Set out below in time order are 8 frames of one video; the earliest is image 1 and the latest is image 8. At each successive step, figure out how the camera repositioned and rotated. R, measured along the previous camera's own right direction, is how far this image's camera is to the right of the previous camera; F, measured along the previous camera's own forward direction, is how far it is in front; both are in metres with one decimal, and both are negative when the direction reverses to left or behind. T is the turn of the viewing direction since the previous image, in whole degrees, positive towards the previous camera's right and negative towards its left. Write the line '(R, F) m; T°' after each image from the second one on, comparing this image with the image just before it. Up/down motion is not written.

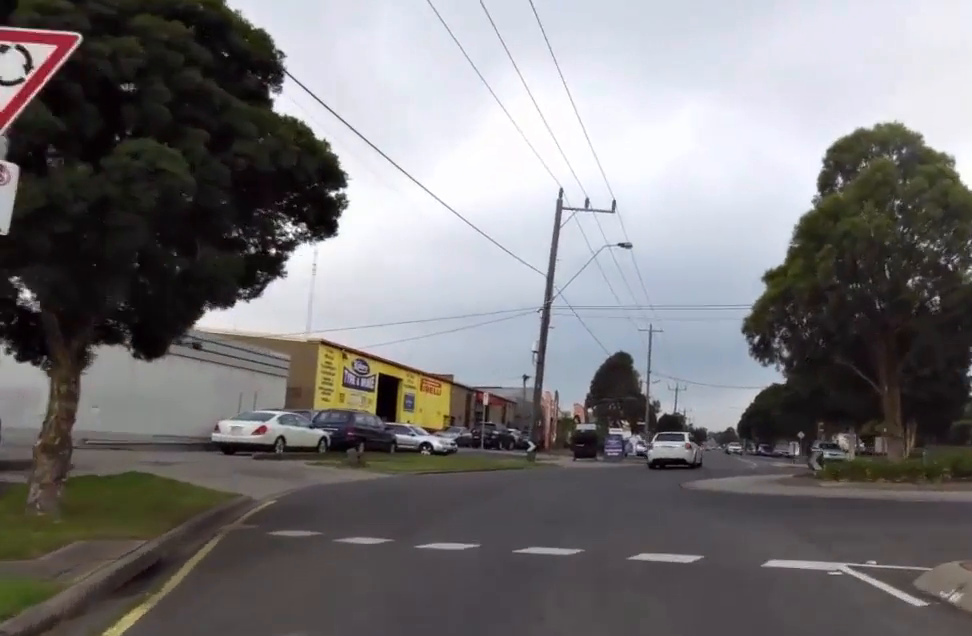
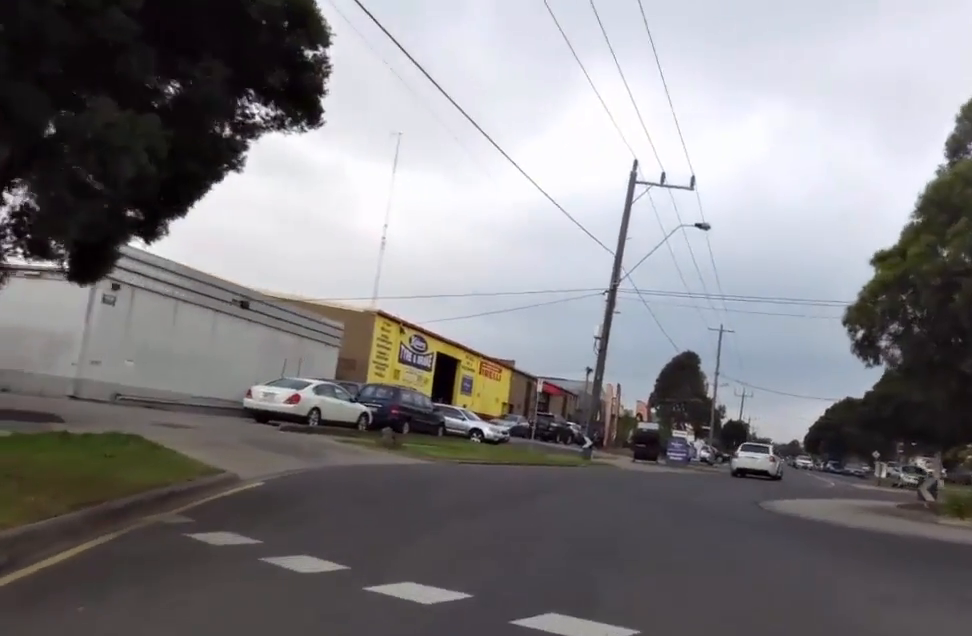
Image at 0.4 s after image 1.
(0.0, +3.3) m; 0°
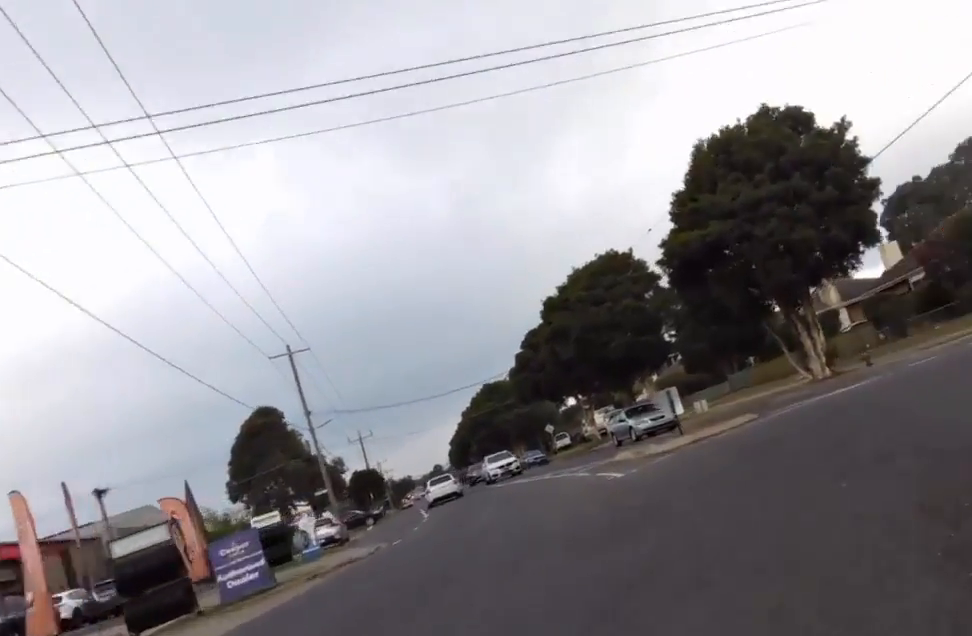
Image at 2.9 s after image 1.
(+2.4, +16.8) m; +40°
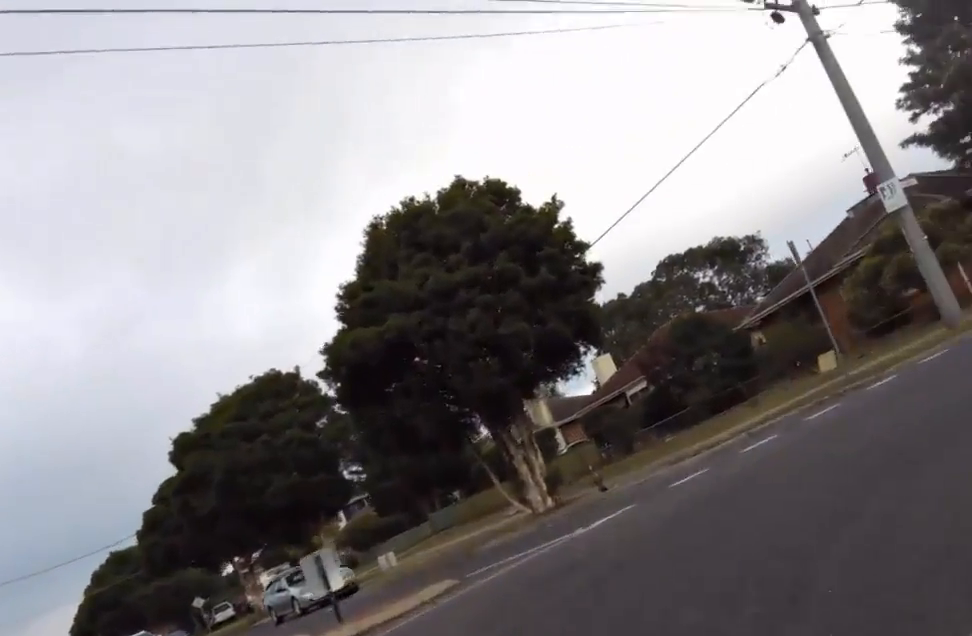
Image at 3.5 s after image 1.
(+0.9, +4.2) m; +20°
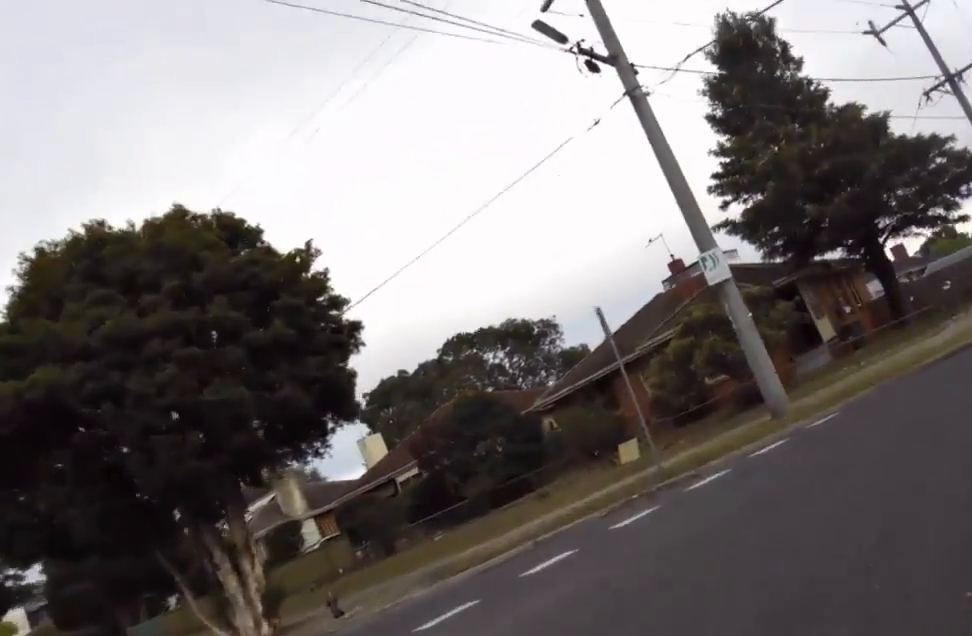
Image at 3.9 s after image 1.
(+0.4, +2.8) m; +13°
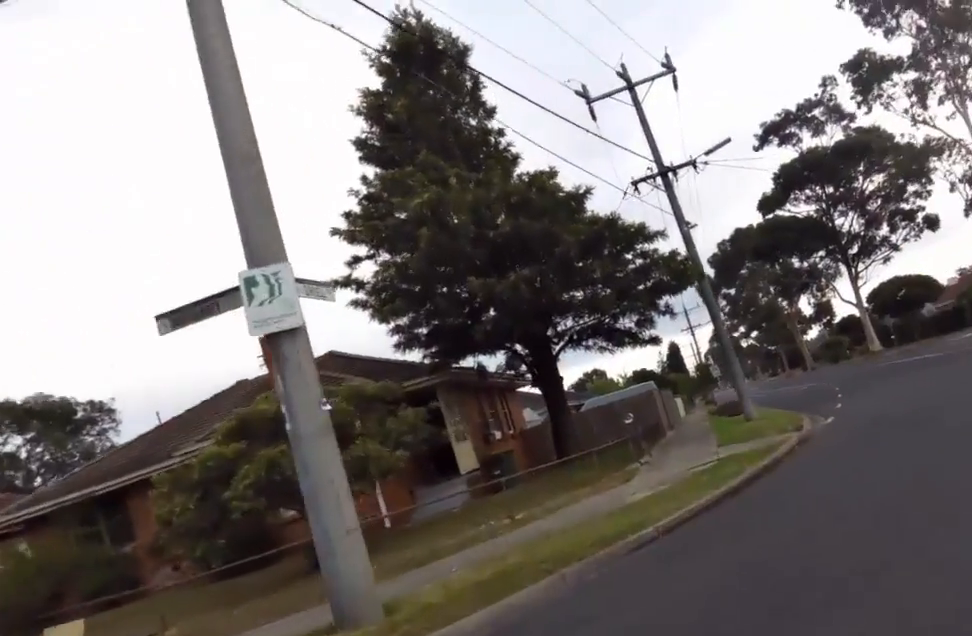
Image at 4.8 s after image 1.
(+1.3, +6.4) m; +27°
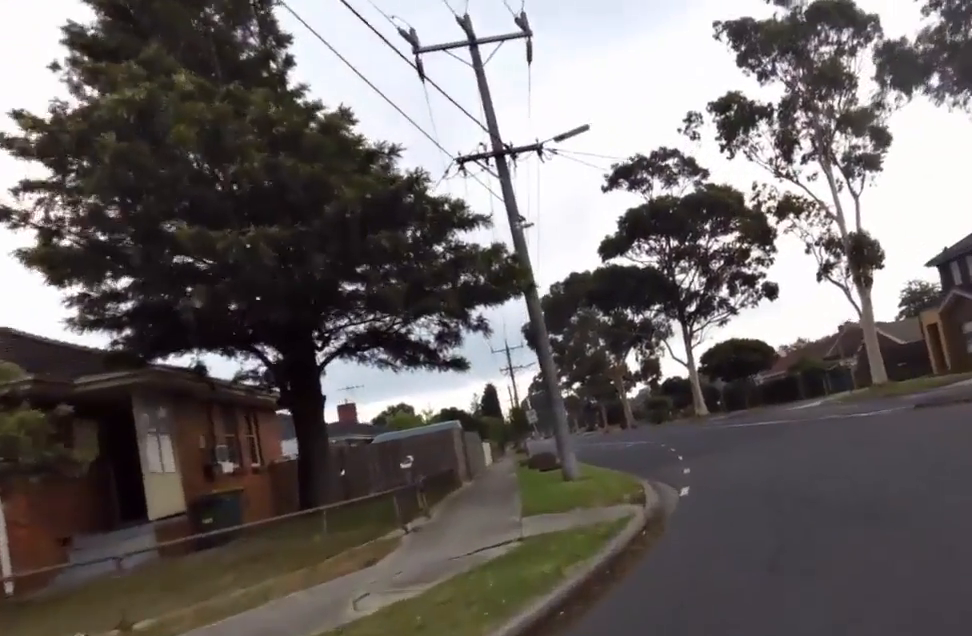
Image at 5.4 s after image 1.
(+1.1, +4.6) m; +14°
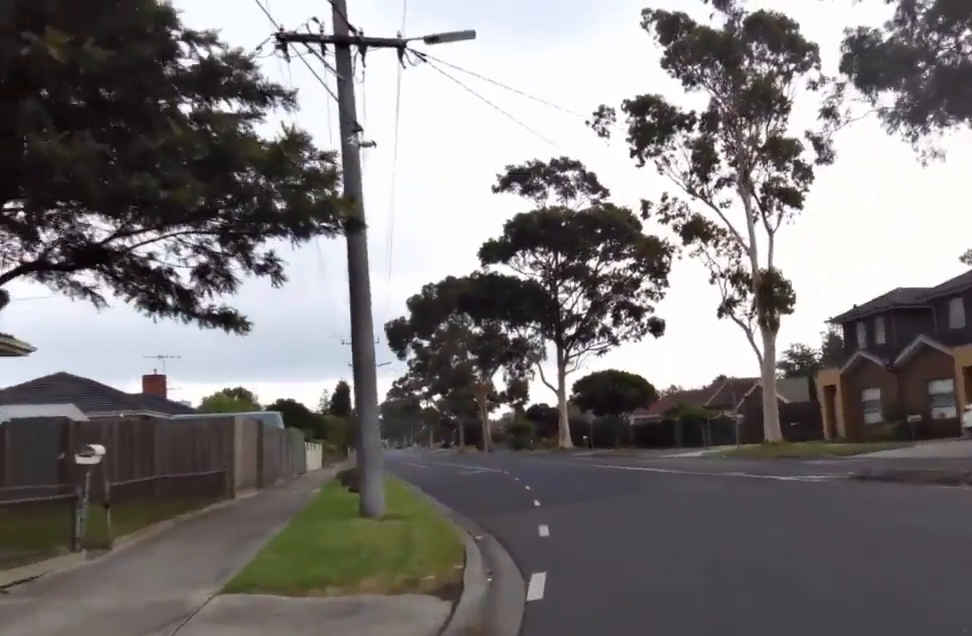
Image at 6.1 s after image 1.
(+0.4, +5.3) m; +2°
